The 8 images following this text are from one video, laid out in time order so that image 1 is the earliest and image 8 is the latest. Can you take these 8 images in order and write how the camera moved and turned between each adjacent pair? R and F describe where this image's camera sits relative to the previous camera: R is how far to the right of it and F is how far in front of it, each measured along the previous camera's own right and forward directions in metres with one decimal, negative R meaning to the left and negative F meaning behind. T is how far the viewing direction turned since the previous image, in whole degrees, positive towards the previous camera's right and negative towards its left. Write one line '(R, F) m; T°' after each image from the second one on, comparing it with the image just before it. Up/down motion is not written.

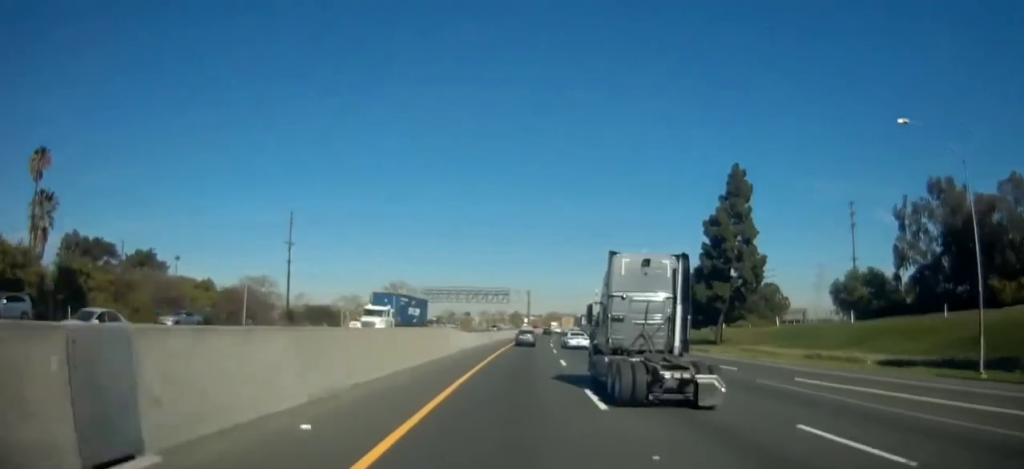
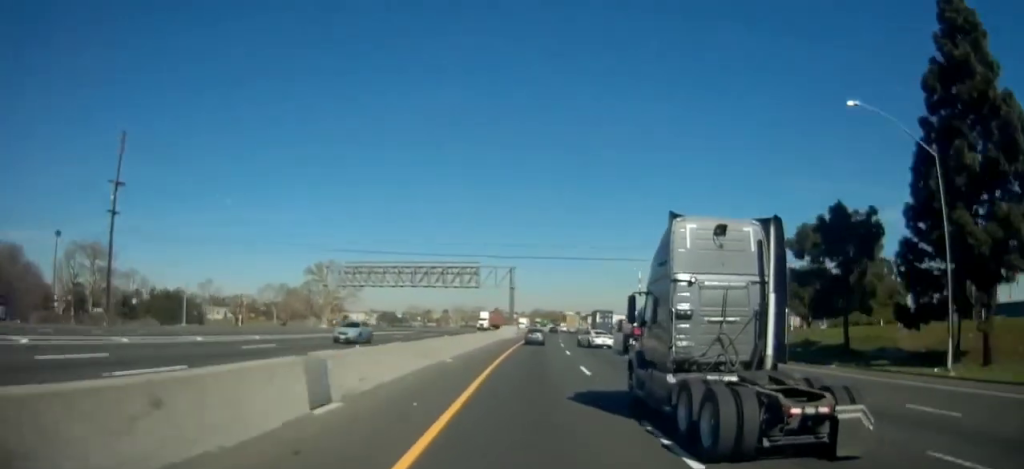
(+1.3, +47.4) m; +3°
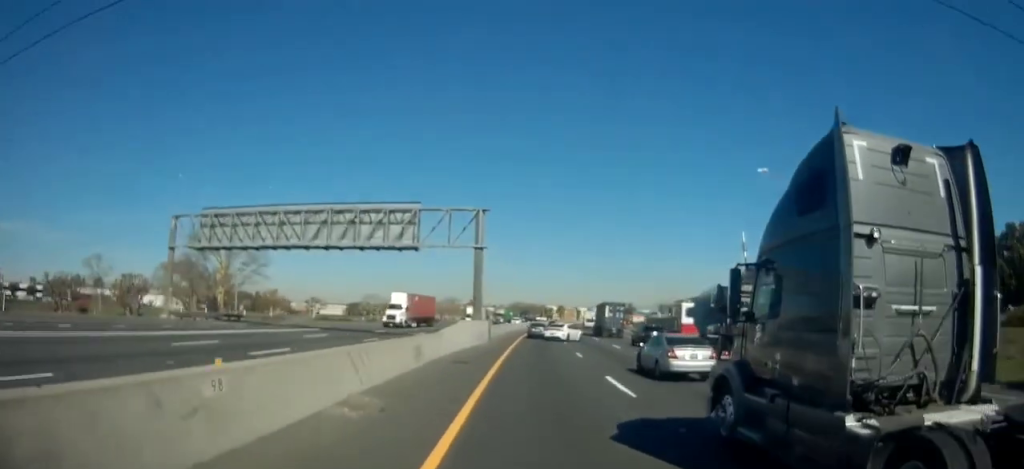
(+0.6, +37.6) m; +1°
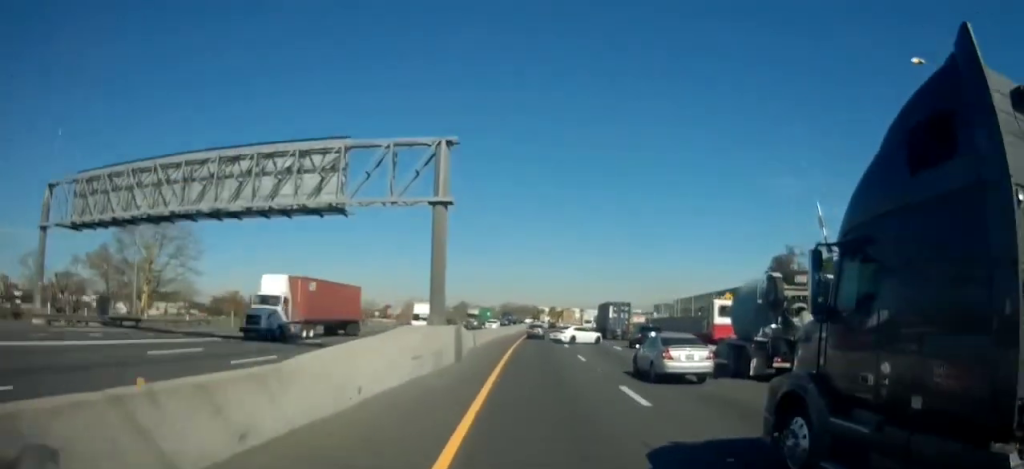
(0.0, +17.8) m; +1°
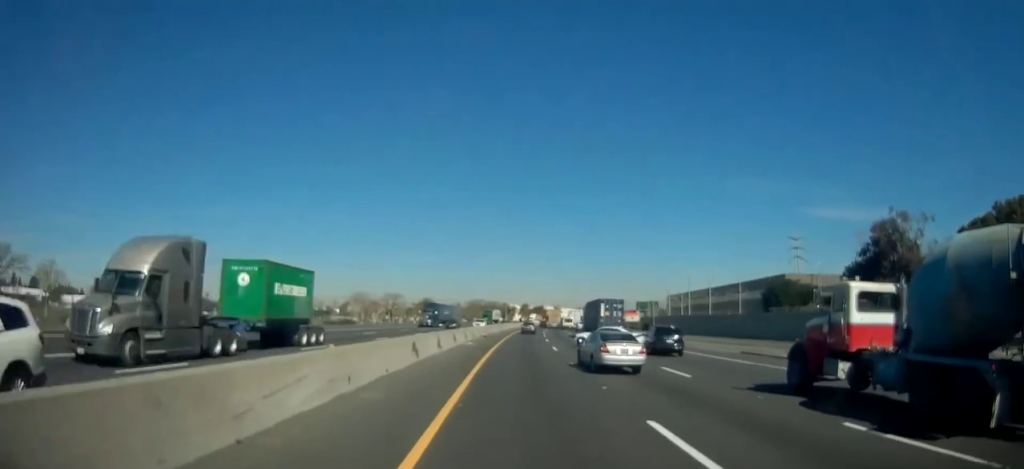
(+1.6, +36.9) m; +4°
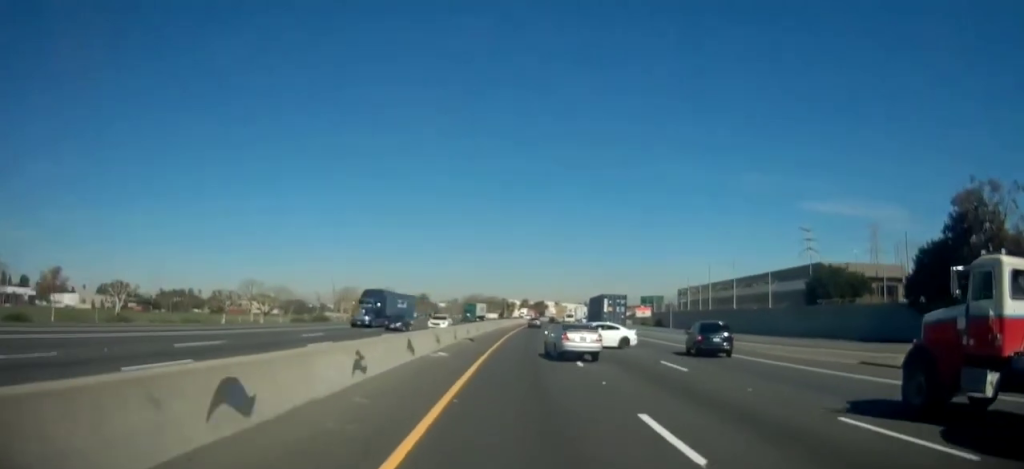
(+0.1, +14.5) m; 0°
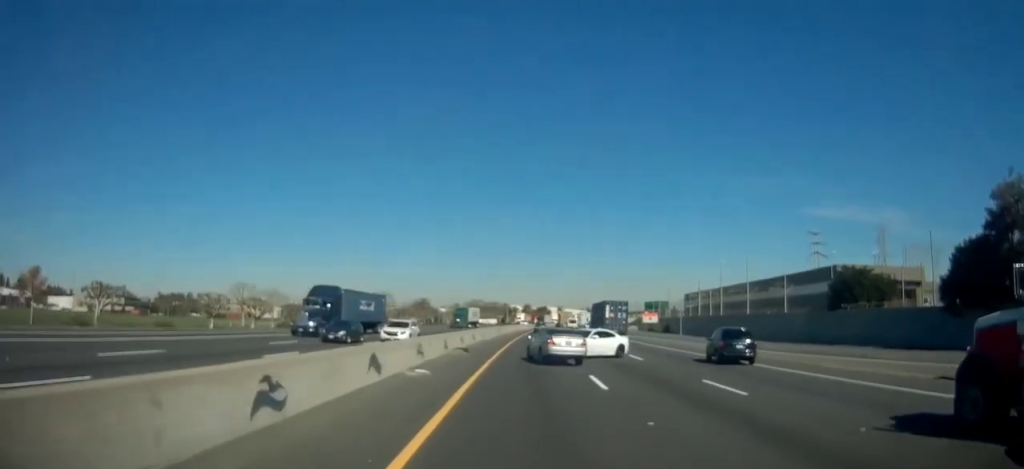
(0.0, +6.3) m; 0°
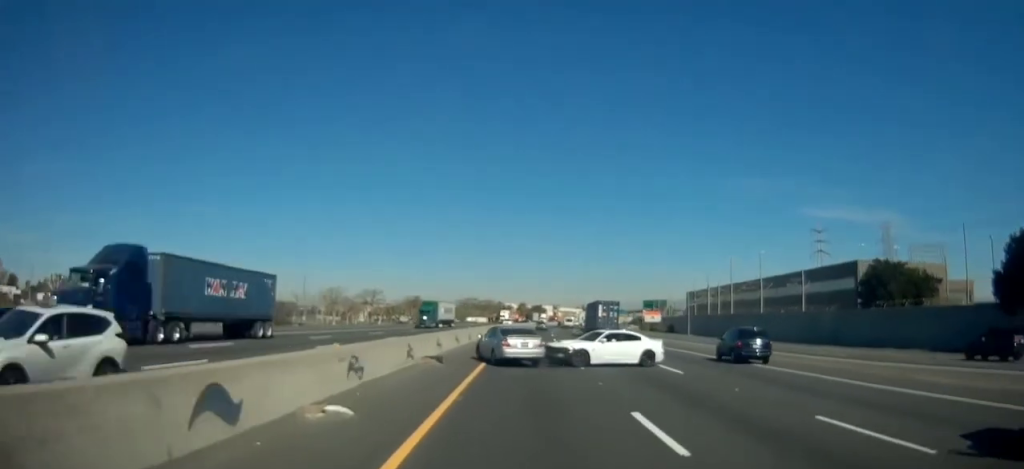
(0.0, +9.1) m; 0°
